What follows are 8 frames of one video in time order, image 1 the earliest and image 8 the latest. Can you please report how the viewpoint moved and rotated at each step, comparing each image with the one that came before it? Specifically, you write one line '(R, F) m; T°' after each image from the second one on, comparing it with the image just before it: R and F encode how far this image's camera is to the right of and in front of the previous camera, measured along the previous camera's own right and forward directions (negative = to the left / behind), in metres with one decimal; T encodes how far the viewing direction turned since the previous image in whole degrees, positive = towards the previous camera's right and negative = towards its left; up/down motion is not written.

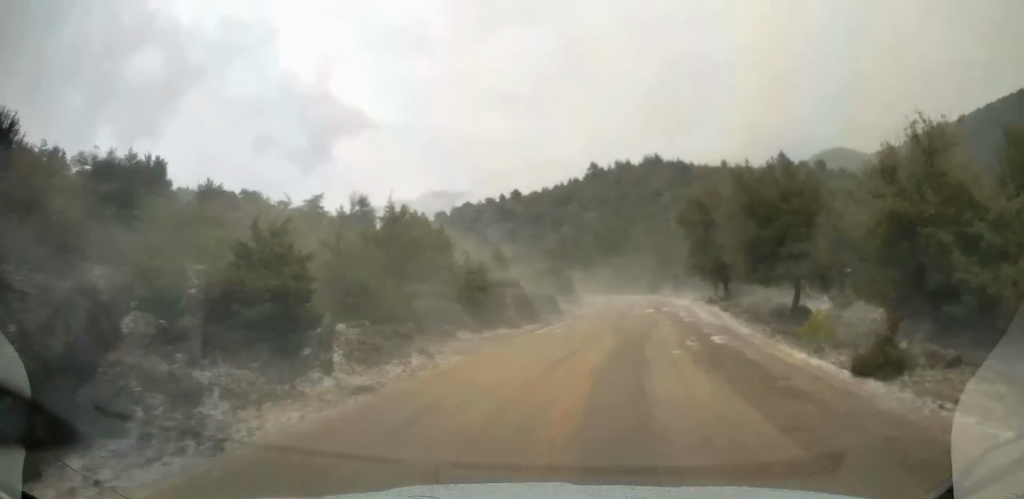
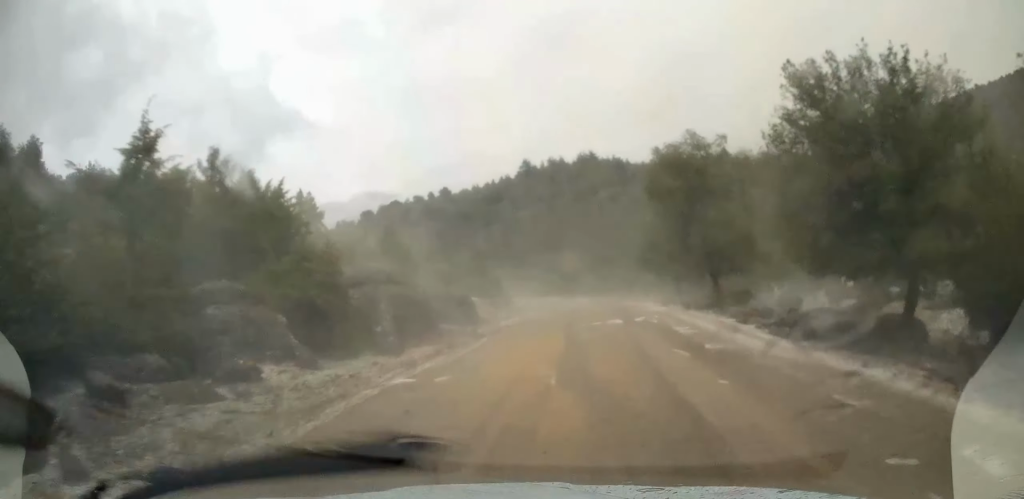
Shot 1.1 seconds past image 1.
(+0.8, +13.1) m; +5°
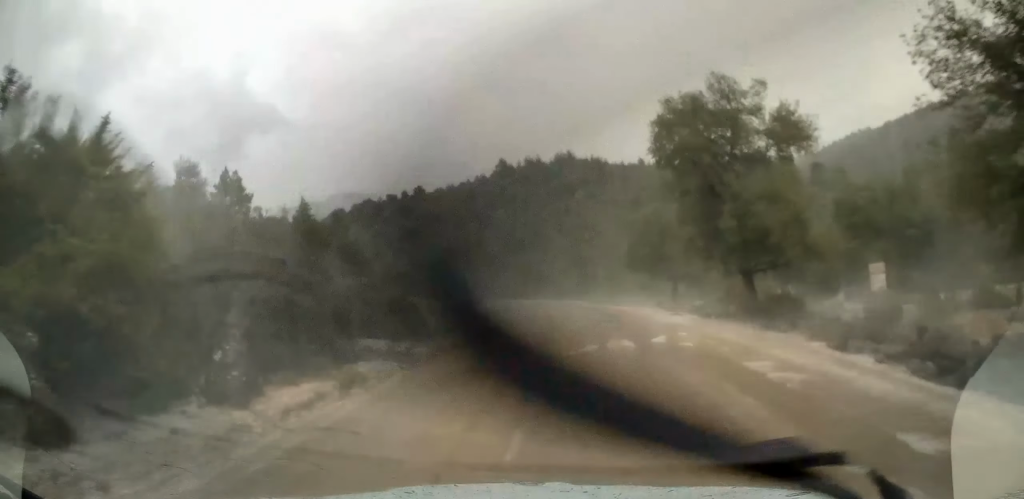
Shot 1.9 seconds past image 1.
(+0.1, +8.4) m; +2°
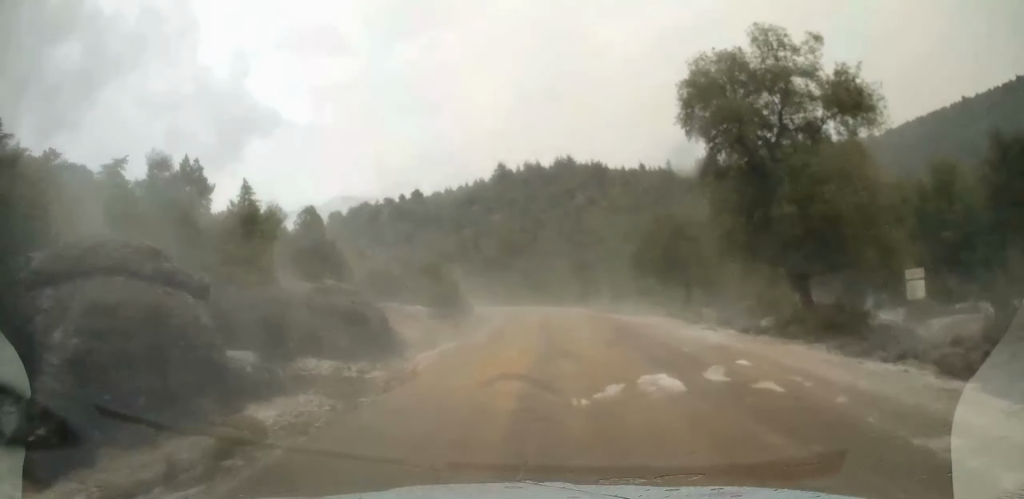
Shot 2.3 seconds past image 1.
(+0.1, +4.8) m; 0°
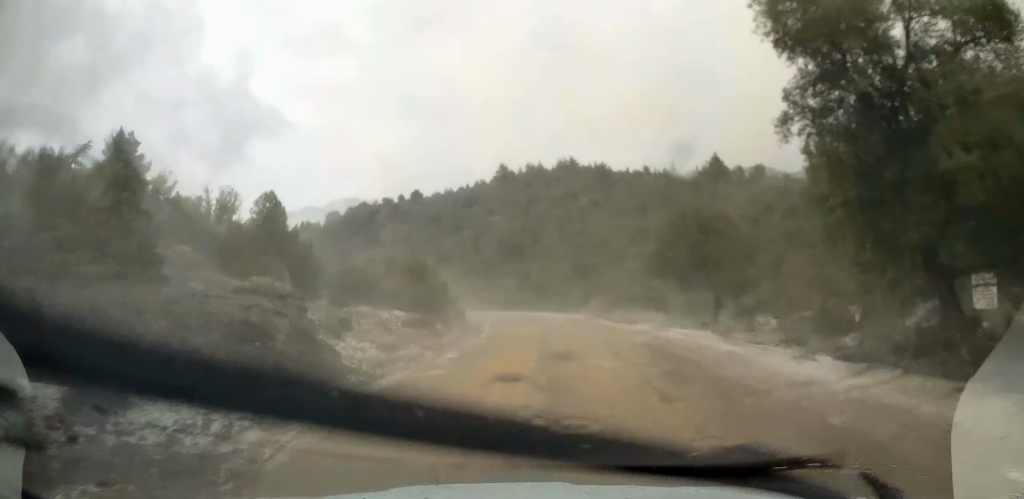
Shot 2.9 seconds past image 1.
(+0.2, +6.6) m; 0°
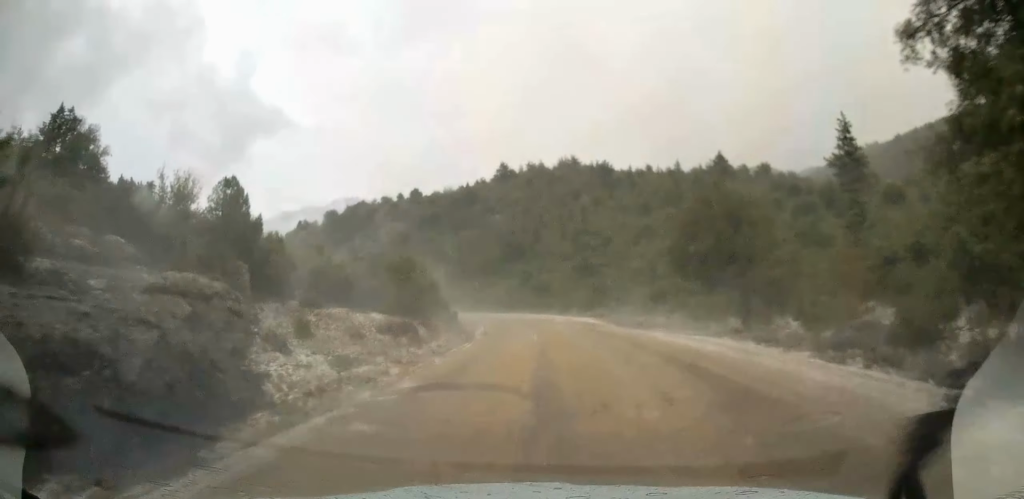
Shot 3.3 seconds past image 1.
(-0.1, +4.7) m; -1°
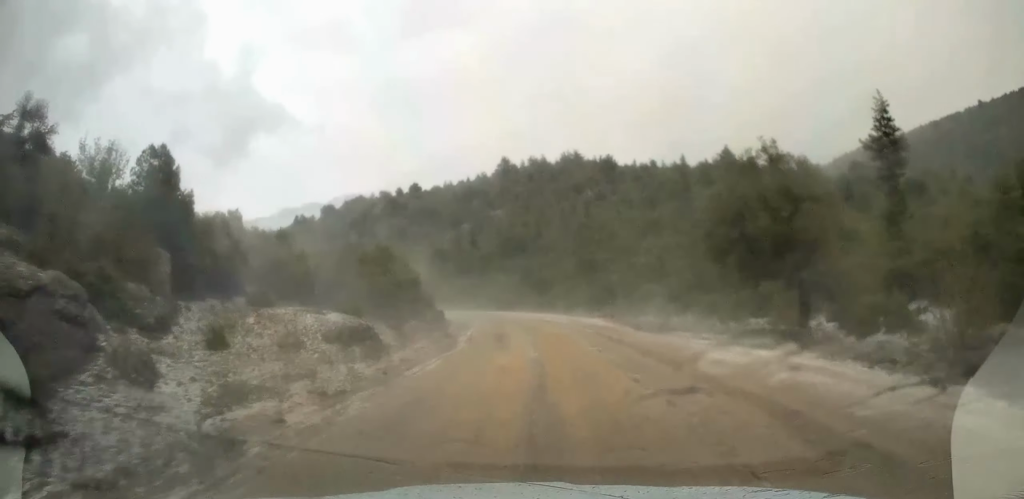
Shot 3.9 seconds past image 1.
(-0.1, +6.6) m; -1°
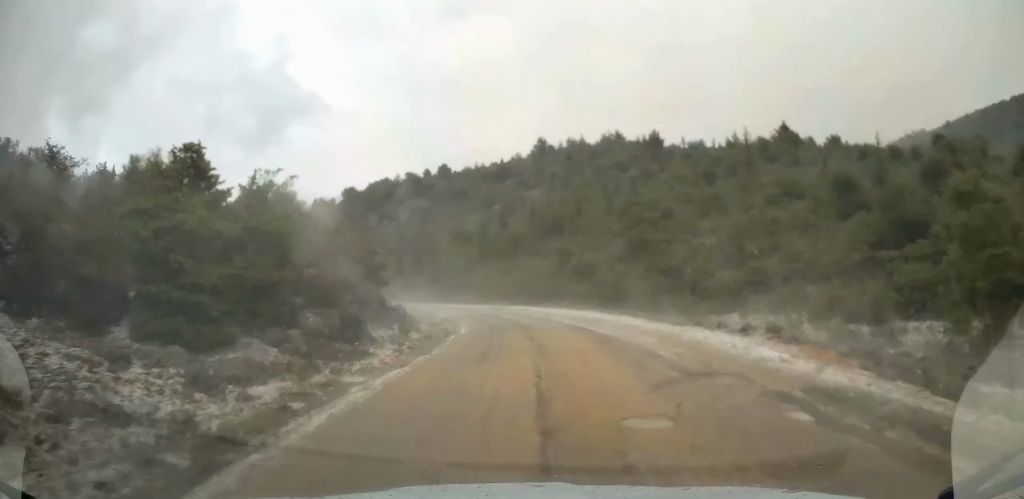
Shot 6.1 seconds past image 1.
(-1.2, +22.8) m; -5°
